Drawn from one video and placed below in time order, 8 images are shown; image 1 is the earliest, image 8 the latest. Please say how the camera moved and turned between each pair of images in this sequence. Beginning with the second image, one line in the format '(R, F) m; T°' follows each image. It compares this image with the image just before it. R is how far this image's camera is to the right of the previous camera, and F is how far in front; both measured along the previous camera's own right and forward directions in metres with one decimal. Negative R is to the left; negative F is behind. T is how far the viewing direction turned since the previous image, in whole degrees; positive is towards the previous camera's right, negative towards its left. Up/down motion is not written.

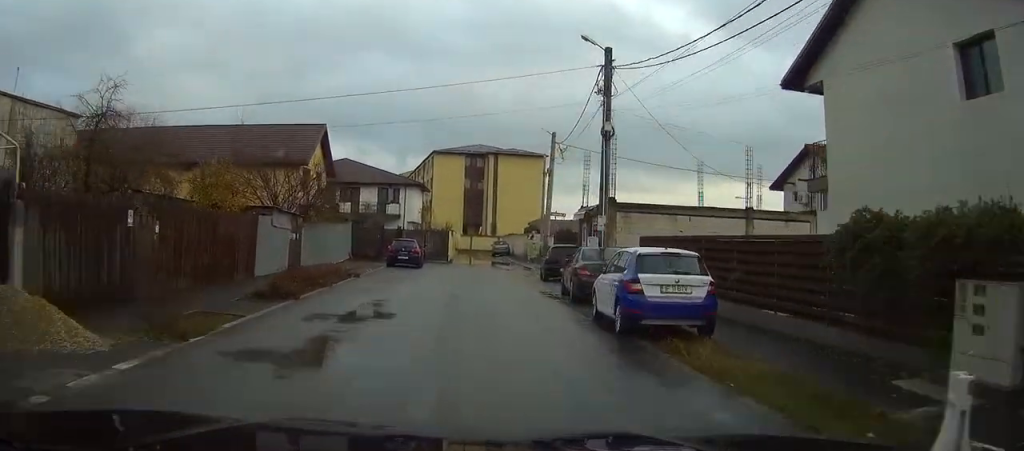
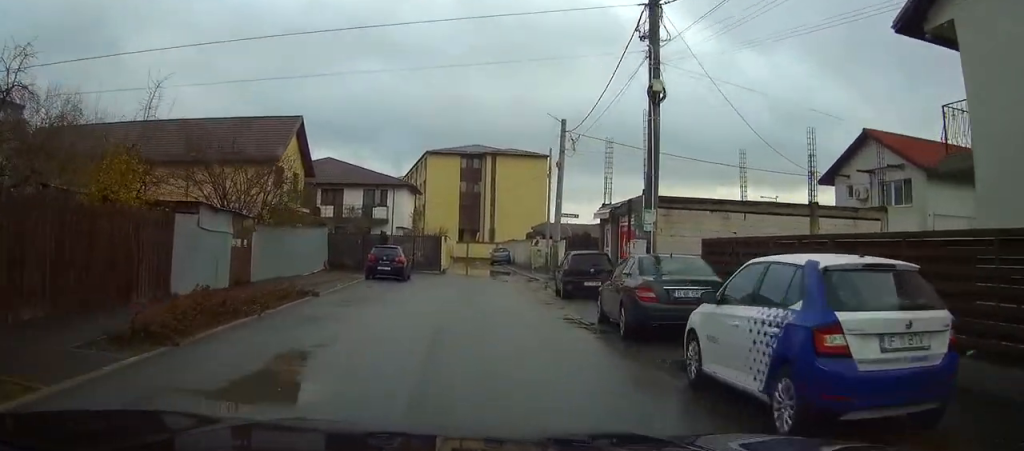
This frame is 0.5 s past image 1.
(+0.1, +6.8) m; +1°
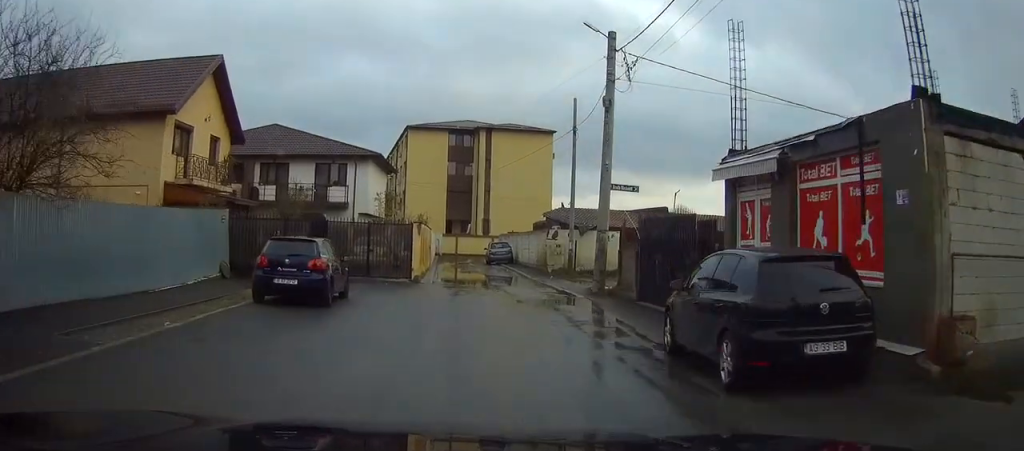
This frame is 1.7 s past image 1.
(+0.1, +15.6) m; +1°
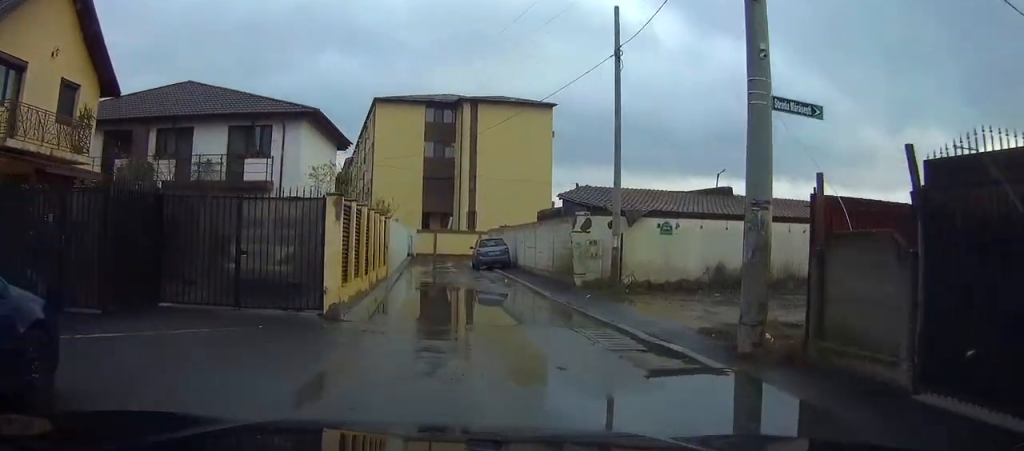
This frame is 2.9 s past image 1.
(+0.1, +13.7) m; +1°
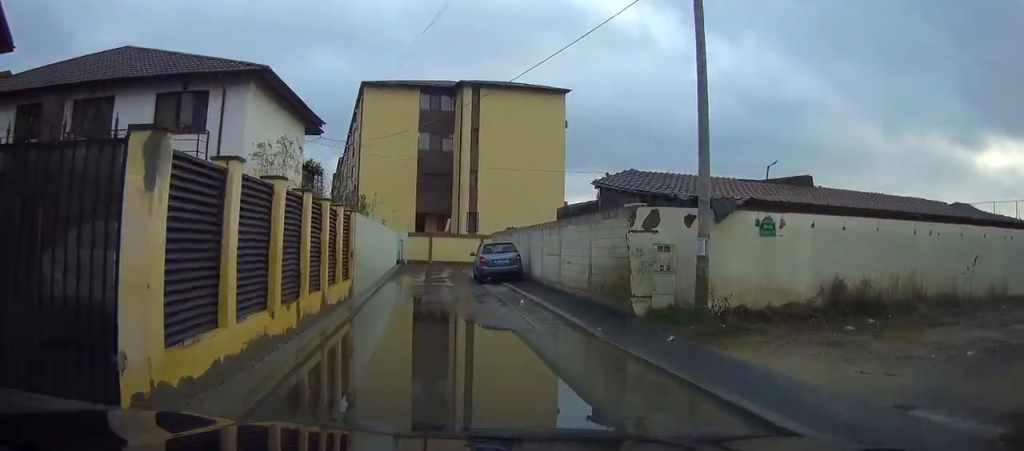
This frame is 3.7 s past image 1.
(0.0, +8.7) m; 0°
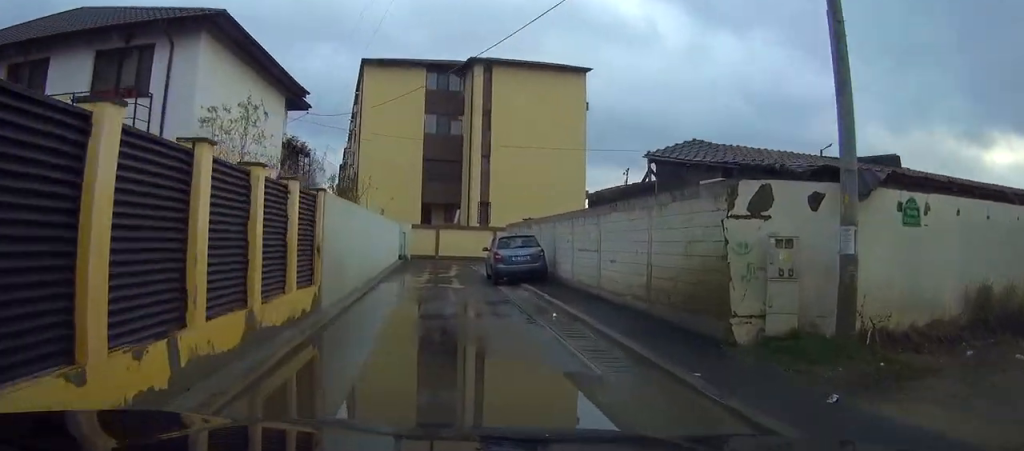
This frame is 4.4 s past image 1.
(0.0, +5.6) m; 0°
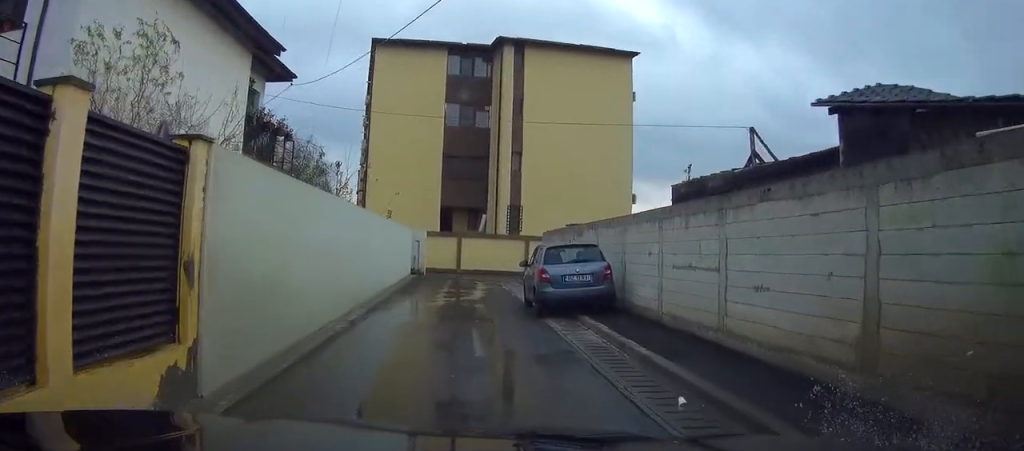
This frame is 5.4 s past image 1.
(-0.1, +7.3) m; -2°
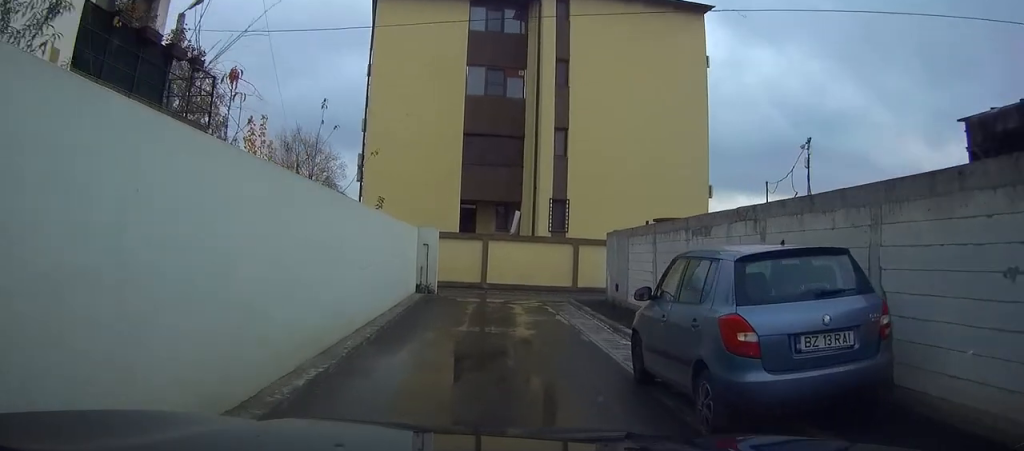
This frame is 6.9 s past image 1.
(-0.3, +9.5) m; -5°
